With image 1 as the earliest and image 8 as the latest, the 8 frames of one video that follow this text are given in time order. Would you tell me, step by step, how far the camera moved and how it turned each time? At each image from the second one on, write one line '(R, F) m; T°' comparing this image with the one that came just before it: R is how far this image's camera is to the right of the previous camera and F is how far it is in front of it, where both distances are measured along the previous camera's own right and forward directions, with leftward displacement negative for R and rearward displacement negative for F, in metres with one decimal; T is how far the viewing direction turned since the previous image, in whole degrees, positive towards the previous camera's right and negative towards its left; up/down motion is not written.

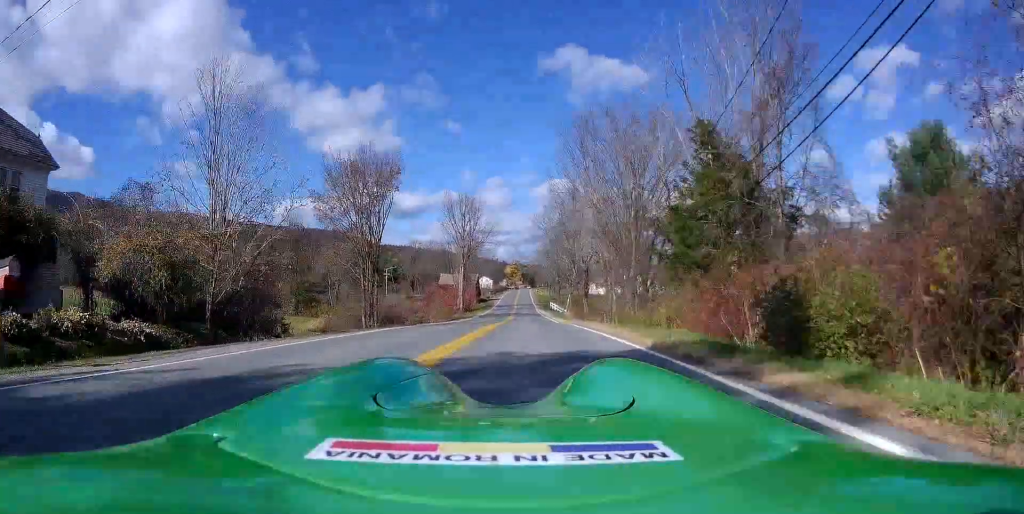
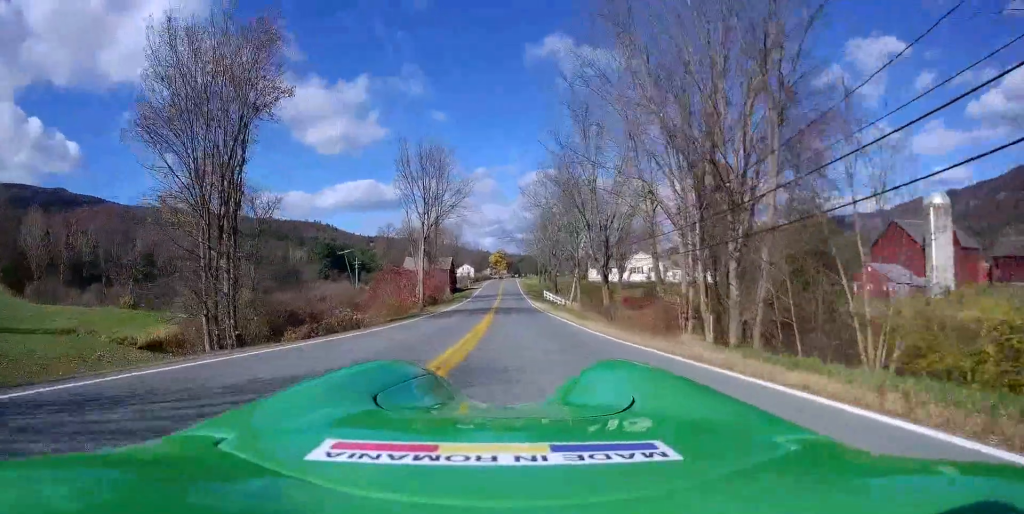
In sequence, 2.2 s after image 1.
(+0.1, +23.6) m; +1°
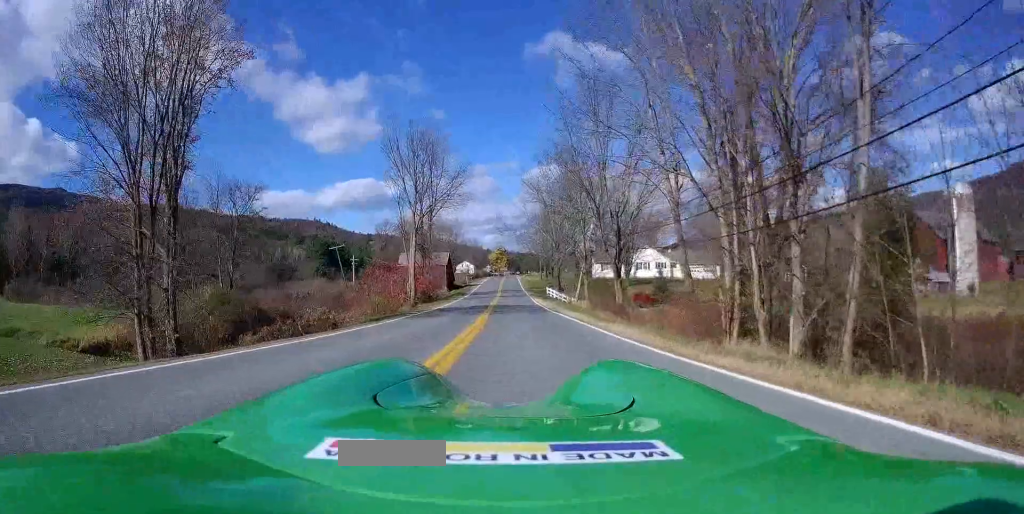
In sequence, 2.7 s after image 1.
(0.0, +4.9) m; 0°
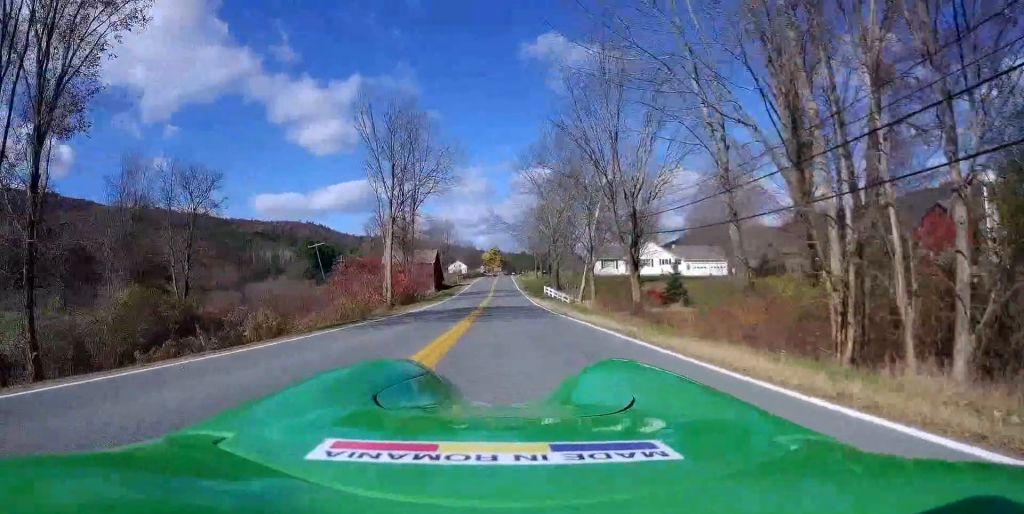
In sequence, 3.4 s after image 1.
(0.0, +7.2) m; 0°
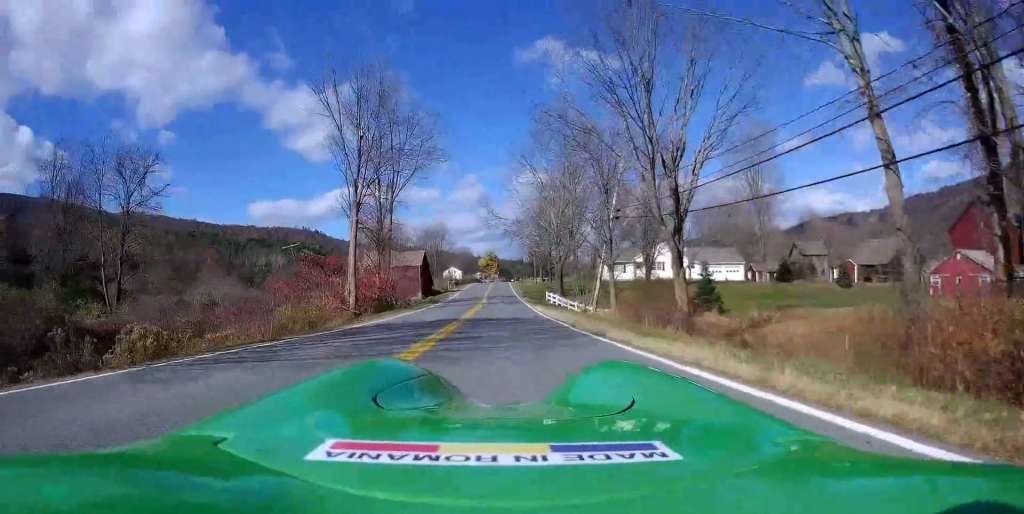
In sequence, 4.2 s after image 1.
(0.0, +9.0) m; +1°
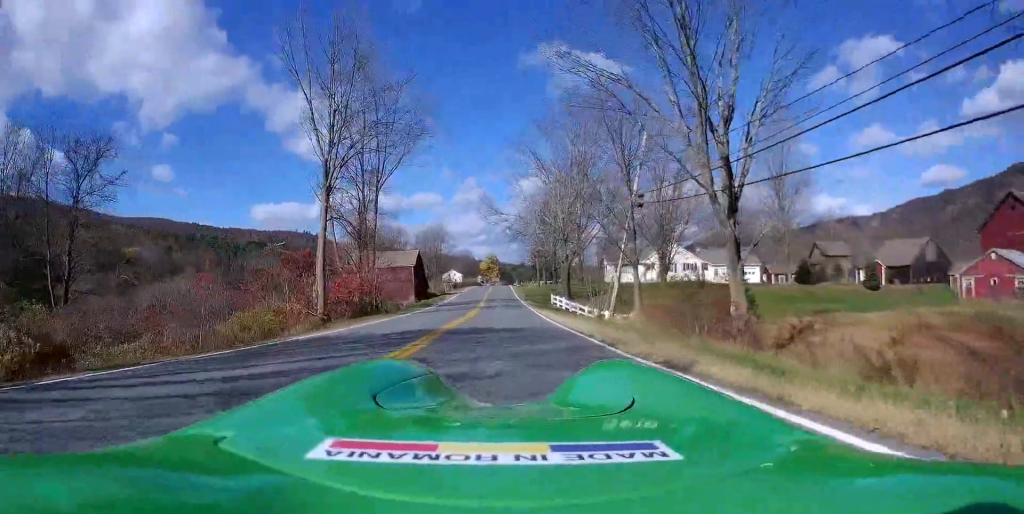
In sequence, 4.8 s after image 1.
(+0.1, +6.0) m; 0°
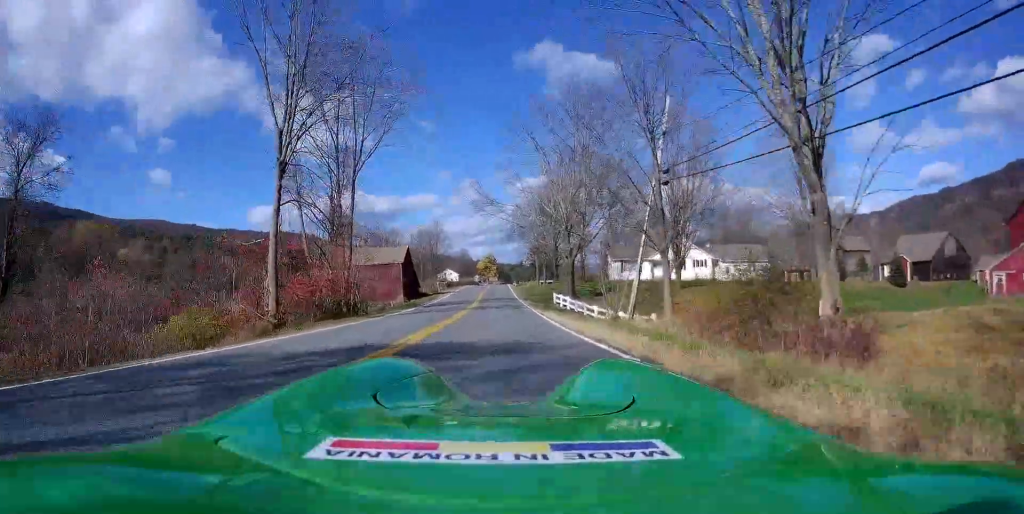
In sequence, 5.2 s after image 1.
(0.0, +5.5) m; 0°
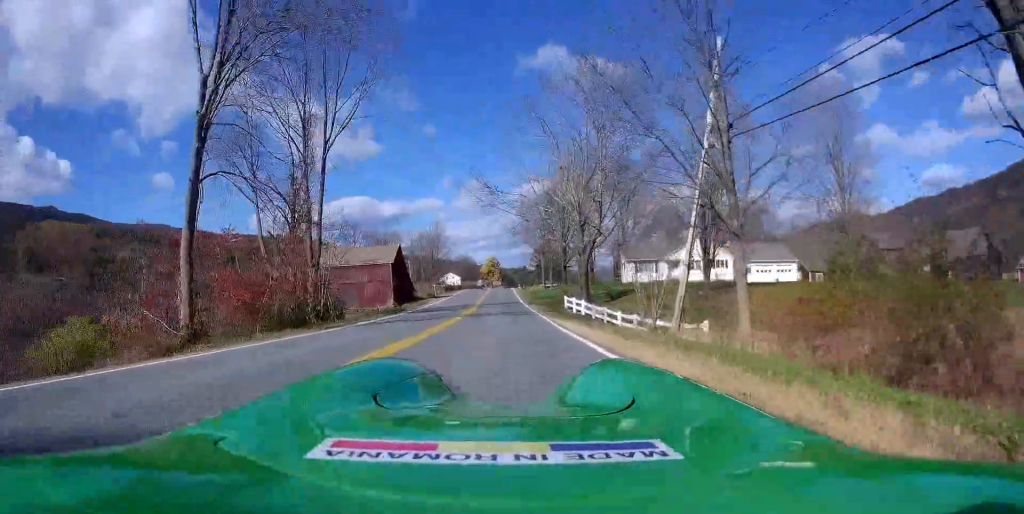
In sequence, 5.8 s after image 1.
(-0.1, +6.5) m; -2°
